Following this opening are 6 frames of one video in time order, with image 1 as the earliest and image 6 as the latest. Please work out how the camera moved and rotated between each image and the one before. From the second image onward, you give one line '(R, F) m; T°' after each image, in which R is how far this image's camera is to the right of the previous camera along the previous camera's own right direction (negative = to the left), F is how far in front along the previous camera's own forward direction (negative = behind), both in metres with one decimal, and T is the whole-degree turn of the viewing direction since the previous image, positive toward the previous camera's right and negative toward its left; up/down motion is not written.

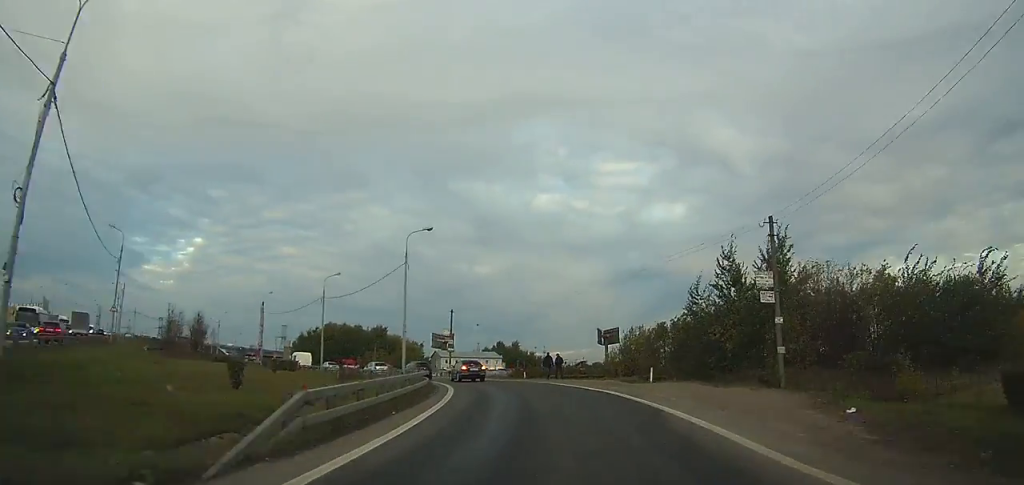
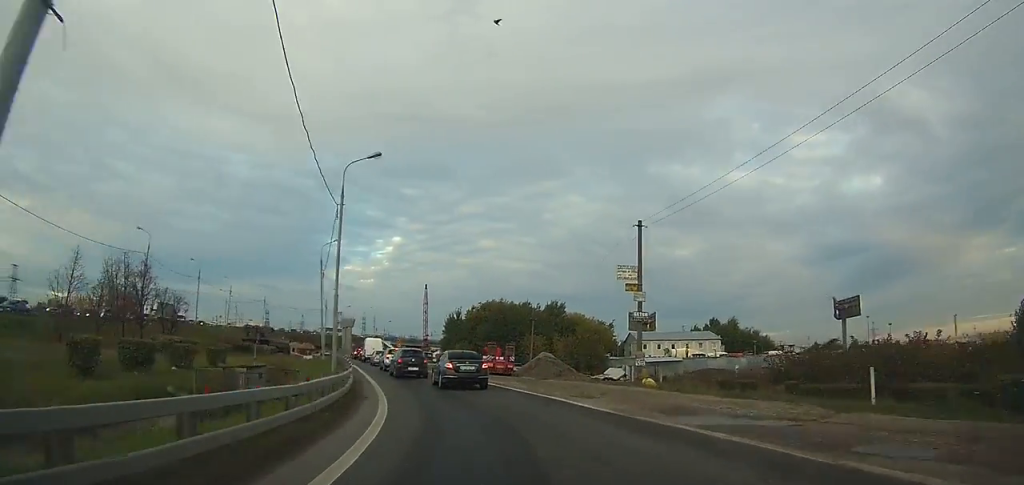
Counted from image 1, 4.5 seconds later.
(-0.7, +36.3) m; -10°
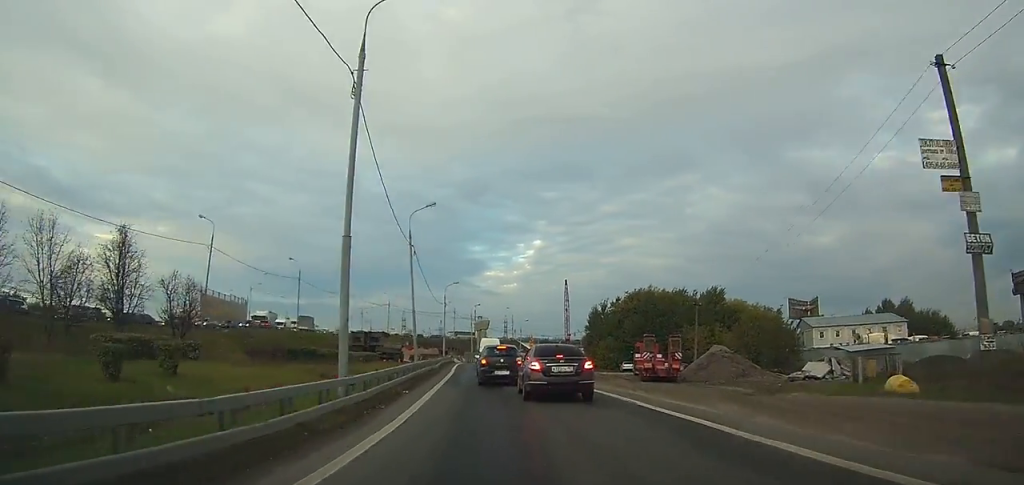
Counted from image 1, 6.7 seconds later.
(-1.7, +15.7) m; -11°
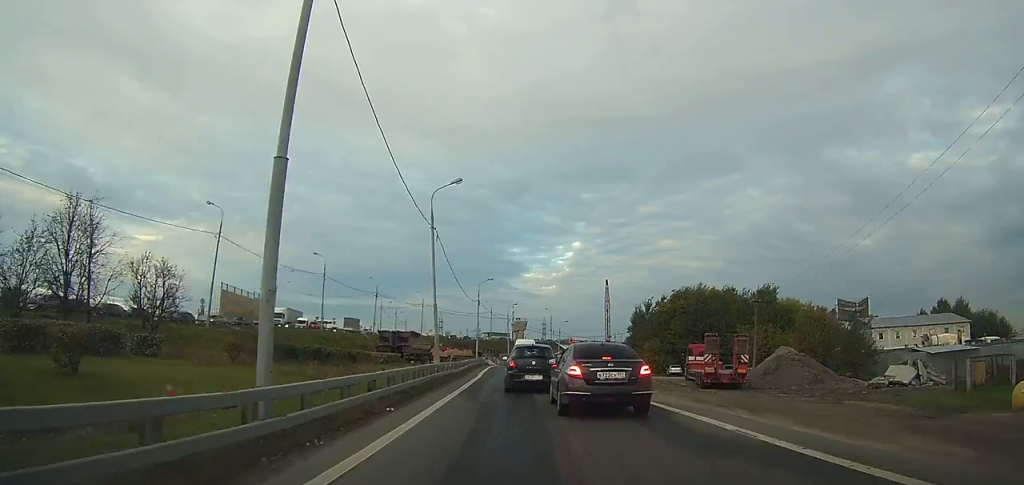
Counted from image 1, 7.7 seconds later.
(-0.3, +6.5) m; -5°
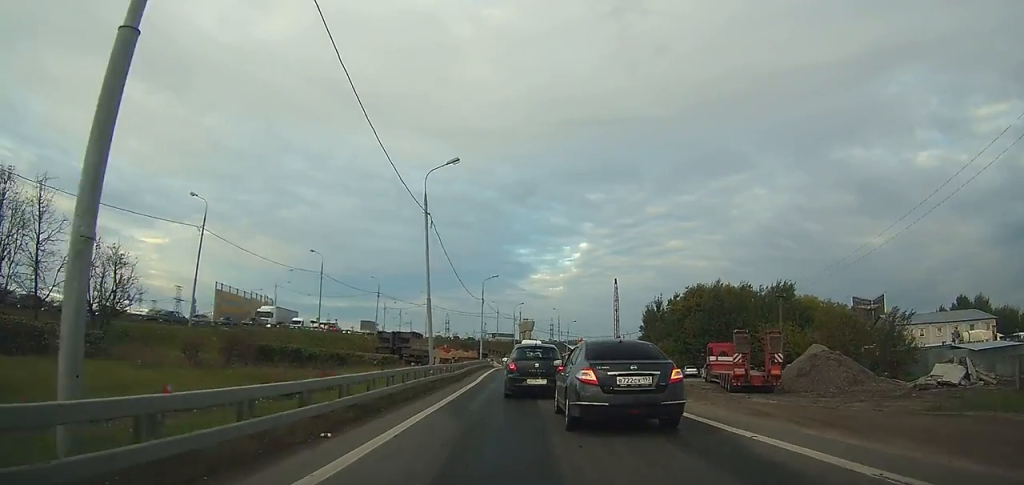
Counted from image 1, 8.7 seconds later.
(-0.2, +5.1) m; -4°
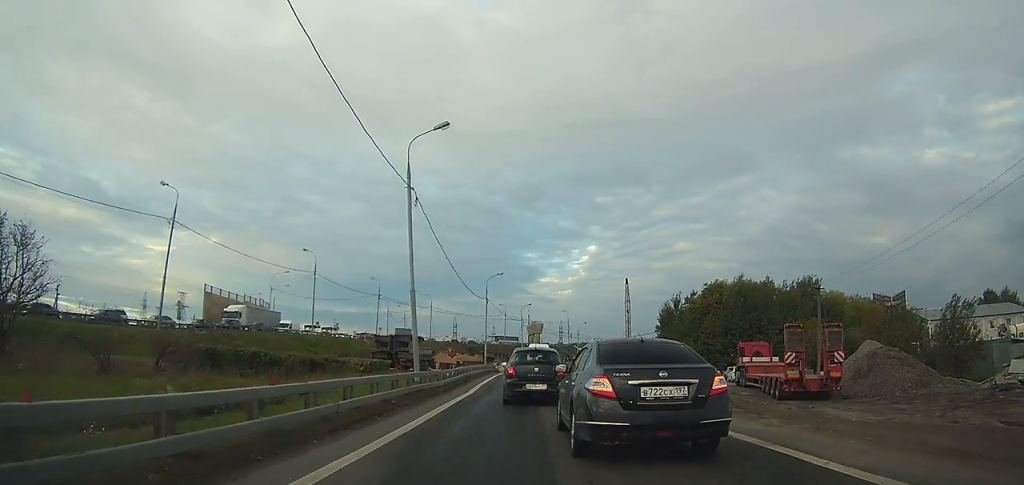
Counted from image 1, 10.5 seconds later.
(-0.6, +8.2) m; -6°
